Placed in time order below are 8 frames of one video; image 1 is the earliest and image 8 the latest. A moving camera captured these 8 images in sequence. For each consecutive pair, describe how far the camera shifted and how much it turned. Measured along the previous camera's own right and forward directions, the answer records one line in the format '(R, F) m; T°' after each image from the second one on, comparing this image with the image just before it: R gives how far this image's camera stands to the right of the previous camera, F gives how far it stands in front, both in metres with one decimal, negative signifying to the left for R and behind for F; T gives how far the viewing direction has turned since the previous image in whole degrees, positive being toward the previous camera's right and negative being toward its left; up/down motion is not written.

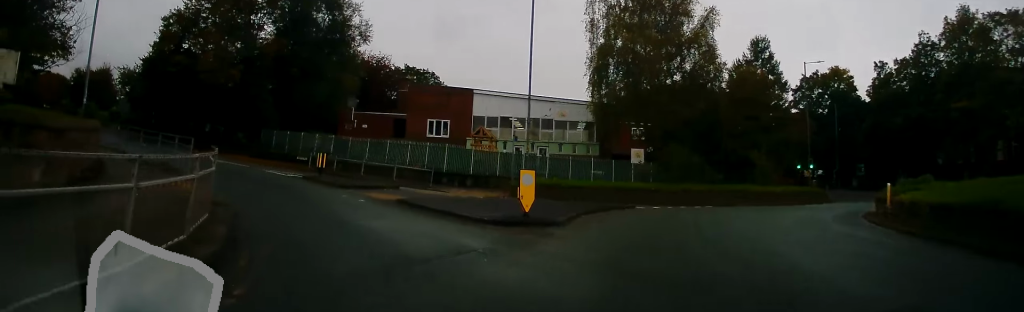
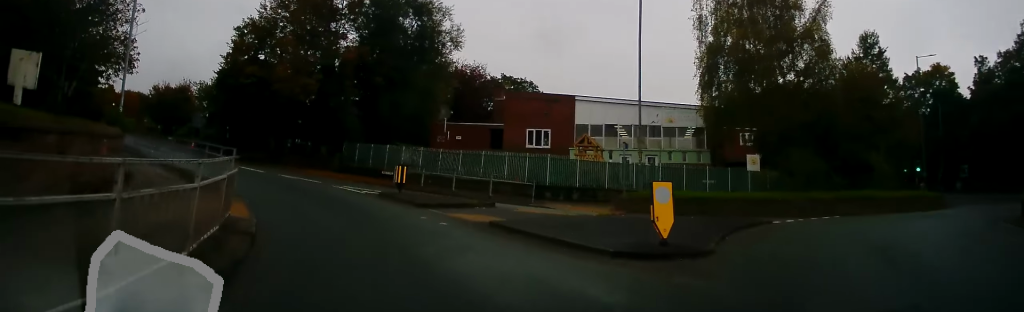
(-0.4, +3.0) m; -10°
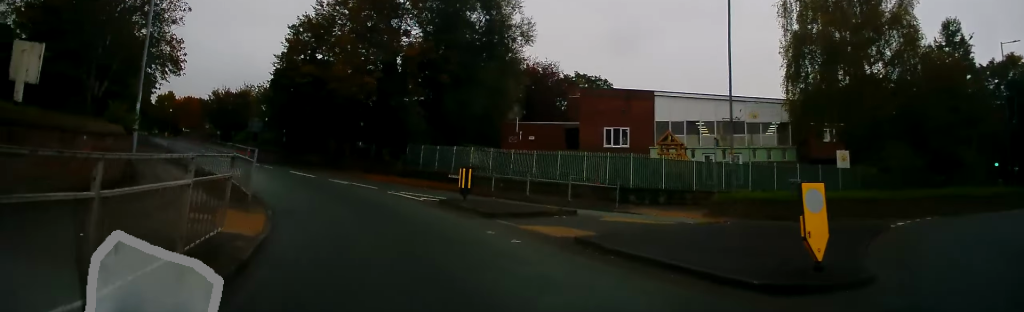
(0.0, +2.5) m; -7°
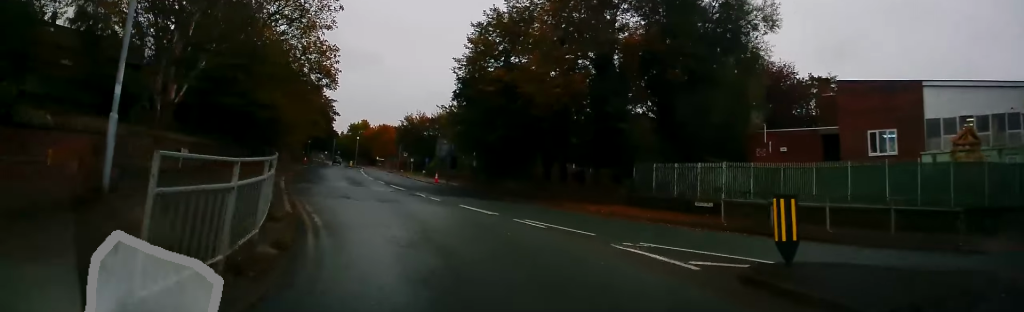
(-1.5, +8.3) m; -16°
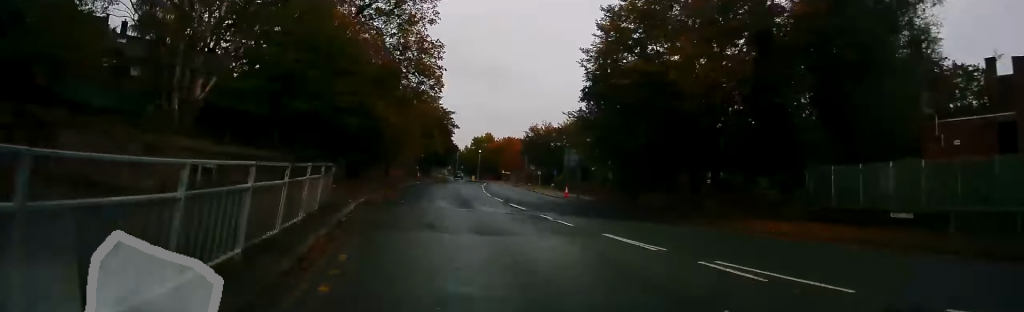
(-0.3, +5.5) m; -10°
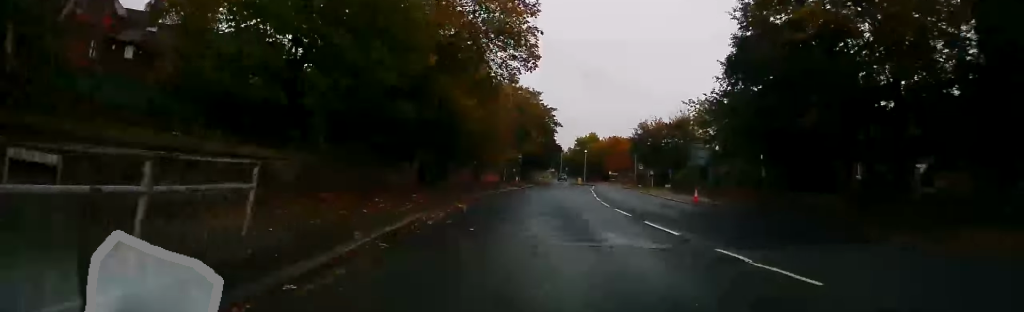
(-1.2, +8.5) m; -11°
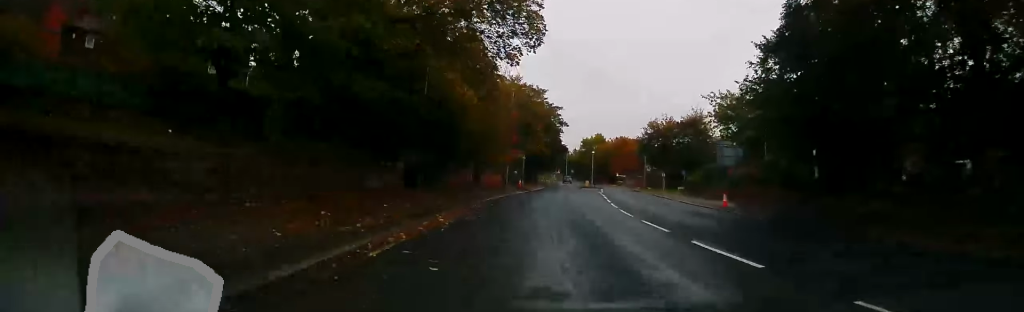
(-0.1, +4.7) m; -3°
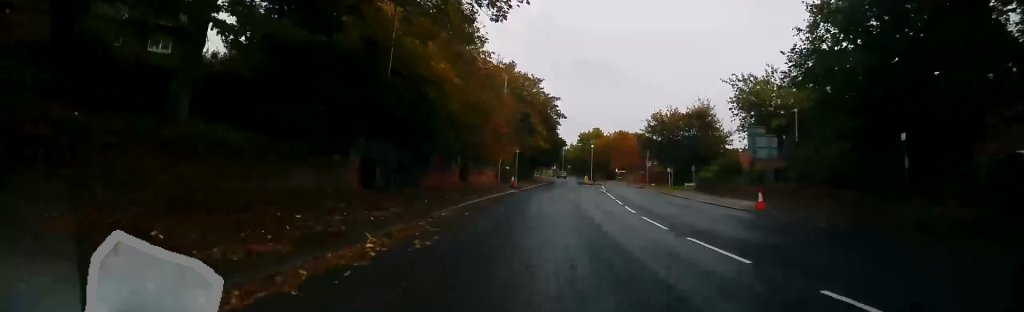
(-0.1, +5.9) m; 0°
